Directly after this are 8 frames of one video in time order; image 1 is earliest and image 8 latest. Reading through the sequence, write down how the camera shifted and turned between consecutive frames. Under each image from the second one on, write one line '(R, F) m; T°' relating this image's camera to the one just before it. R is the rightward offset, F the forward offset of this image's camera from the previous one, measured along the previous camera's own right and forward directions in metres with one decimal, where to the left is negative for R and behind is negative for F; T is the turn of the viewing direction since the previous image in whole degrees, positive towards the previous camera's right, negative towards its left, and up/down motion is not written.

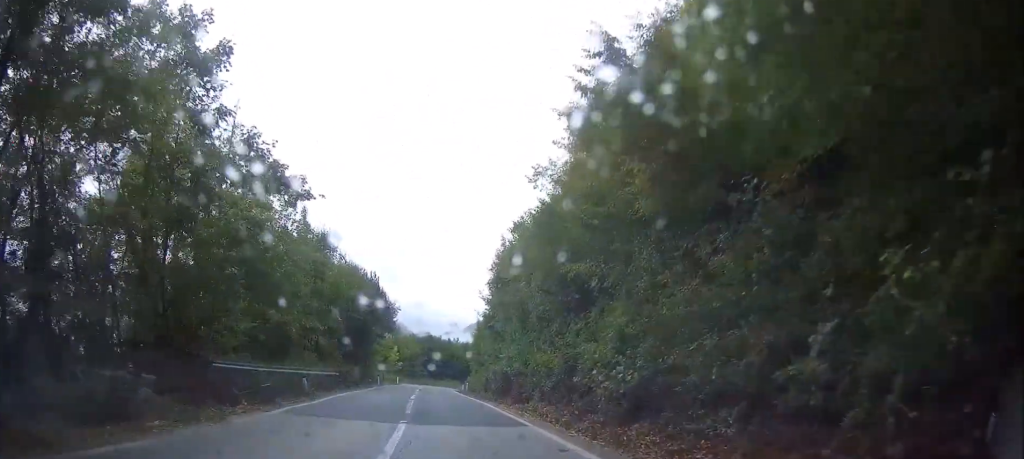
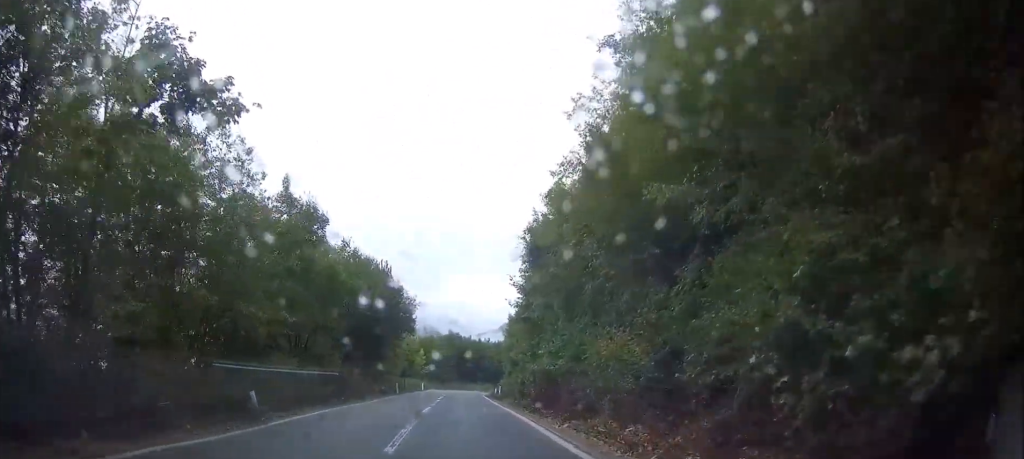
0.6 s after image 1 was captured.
(-0.2, +9.1) m; -2°
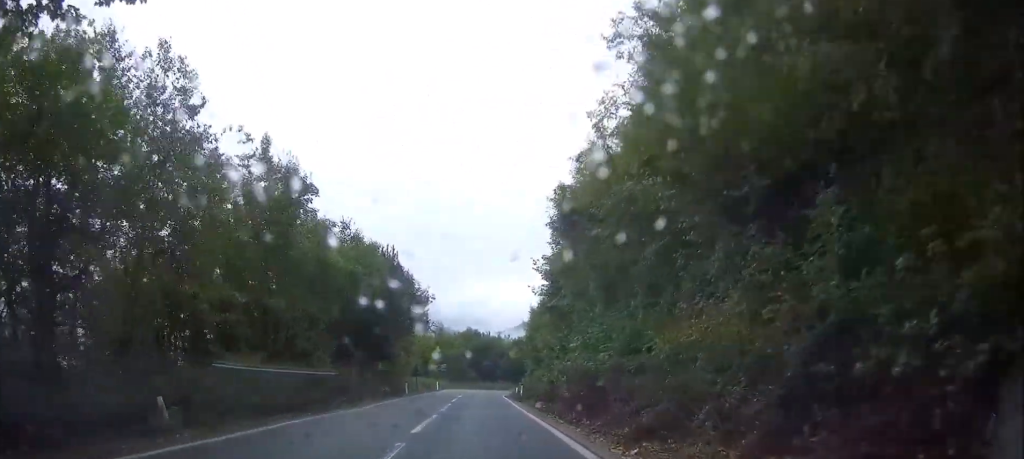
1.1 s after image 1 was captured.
(-0.1, +6.3) m; 0°
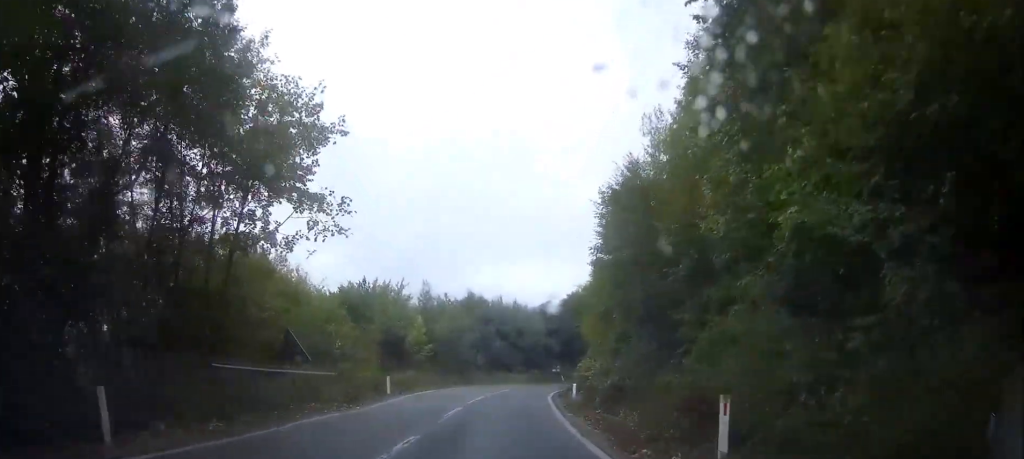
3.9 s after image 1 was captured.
(+0.4, +41.2) m; +3°
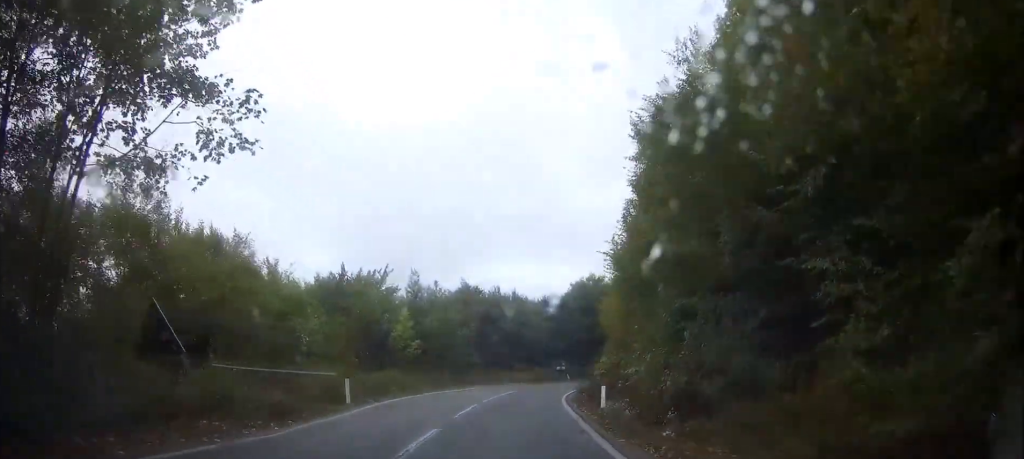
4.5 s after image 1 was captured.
(0.0, +8.3) m; +1°
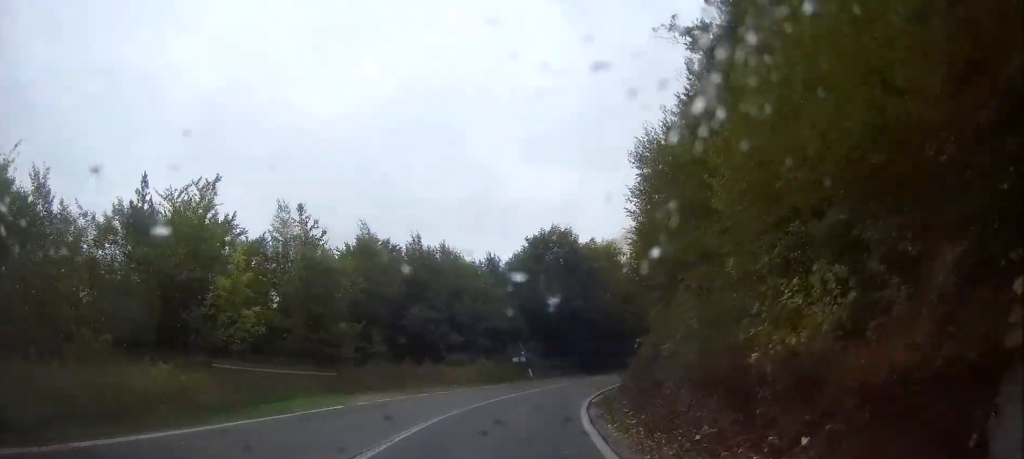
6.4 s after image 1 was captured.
(+1.2, +26.4) m; +6°
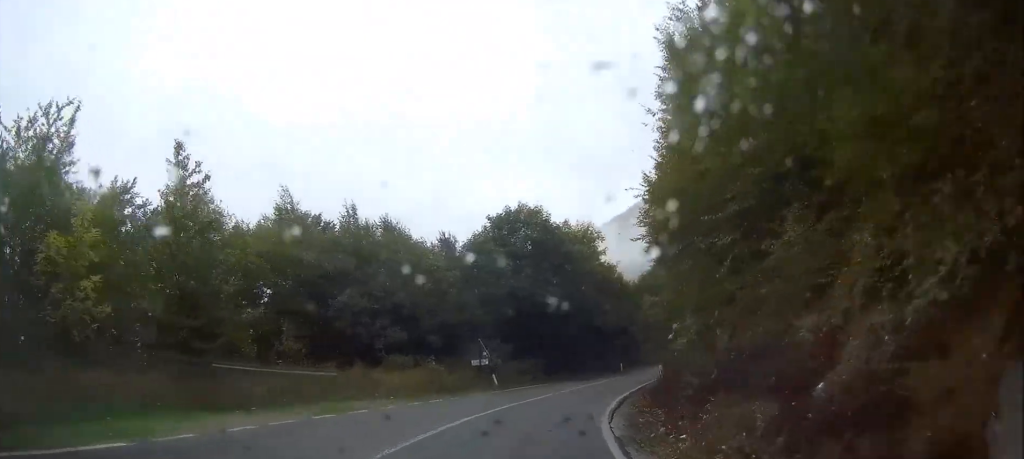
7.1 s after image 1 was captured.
(+0.3, +10.1) m; +4°
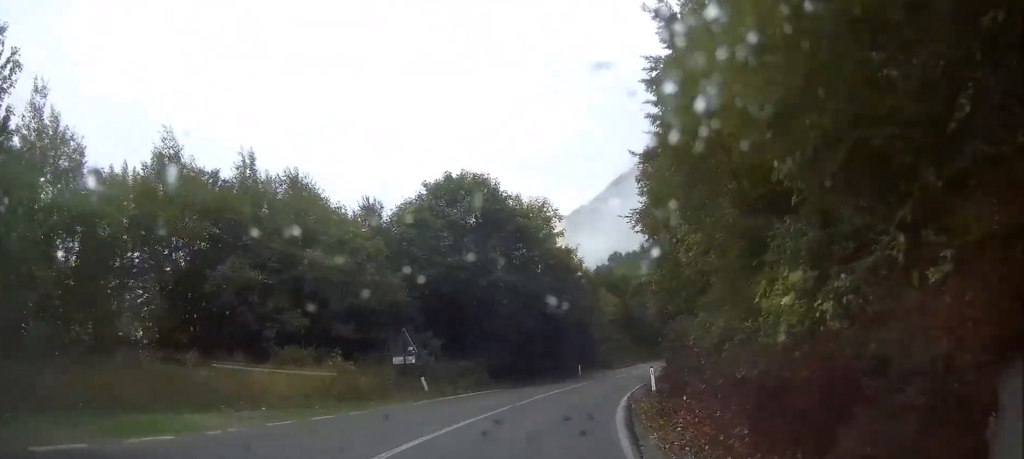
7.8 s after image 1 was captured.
(+0.3, +9.1) m; +5°
